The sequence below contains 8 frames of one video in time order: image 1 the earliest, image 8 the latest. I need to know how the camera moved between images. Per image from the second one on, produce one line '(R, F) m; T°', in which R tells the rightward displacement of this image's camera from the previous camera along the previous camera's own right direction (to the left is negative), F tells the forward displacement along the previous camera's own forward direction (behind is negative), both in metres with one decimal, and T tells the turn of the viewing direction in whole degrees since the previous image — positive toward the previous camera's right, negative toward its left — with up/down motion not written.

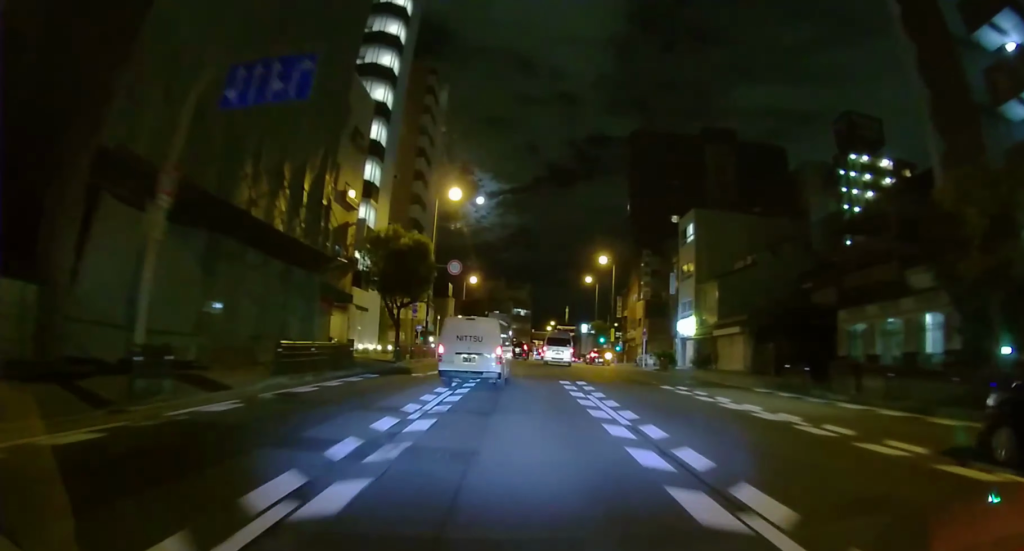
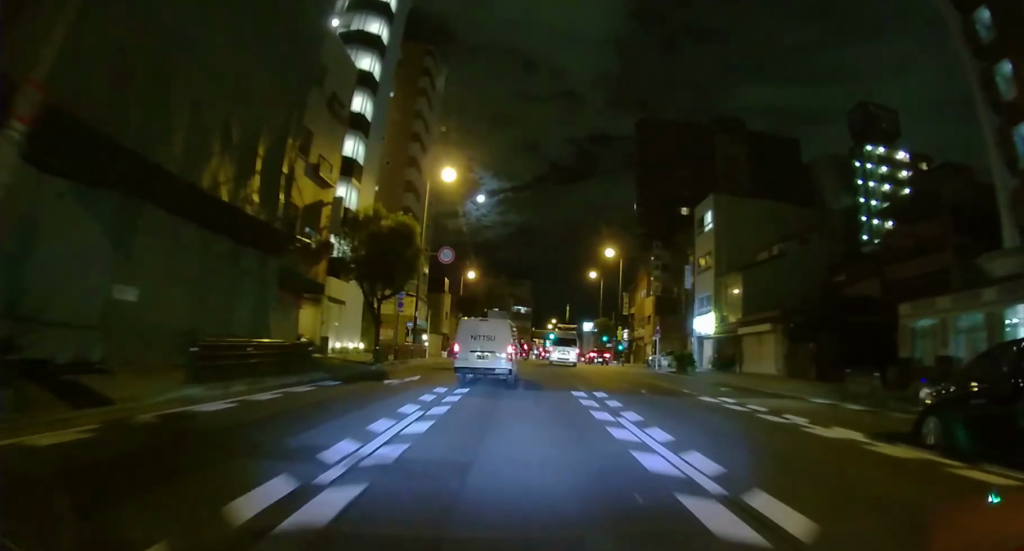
(0.0, +4.6) m; 0°
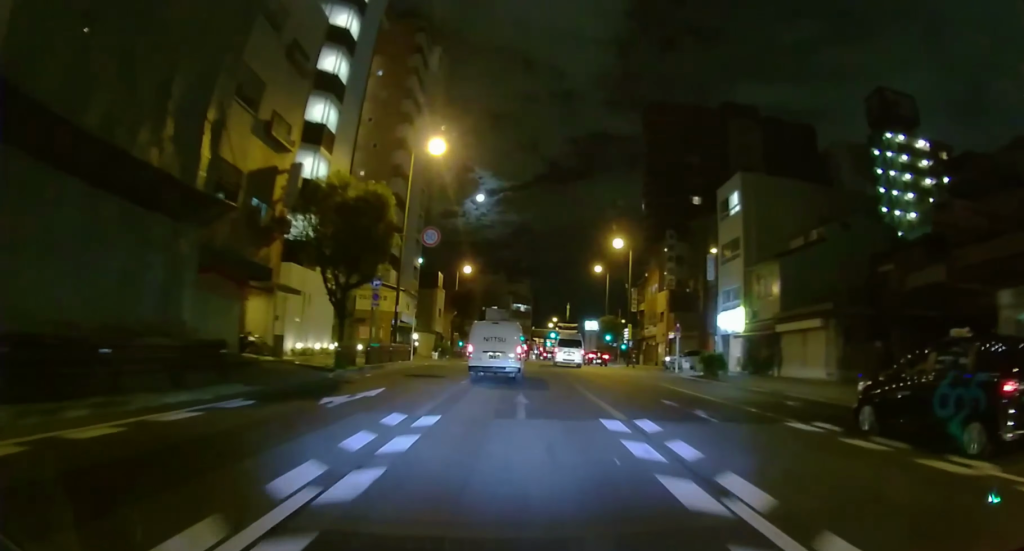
(0.0, +5.2) m; 0°
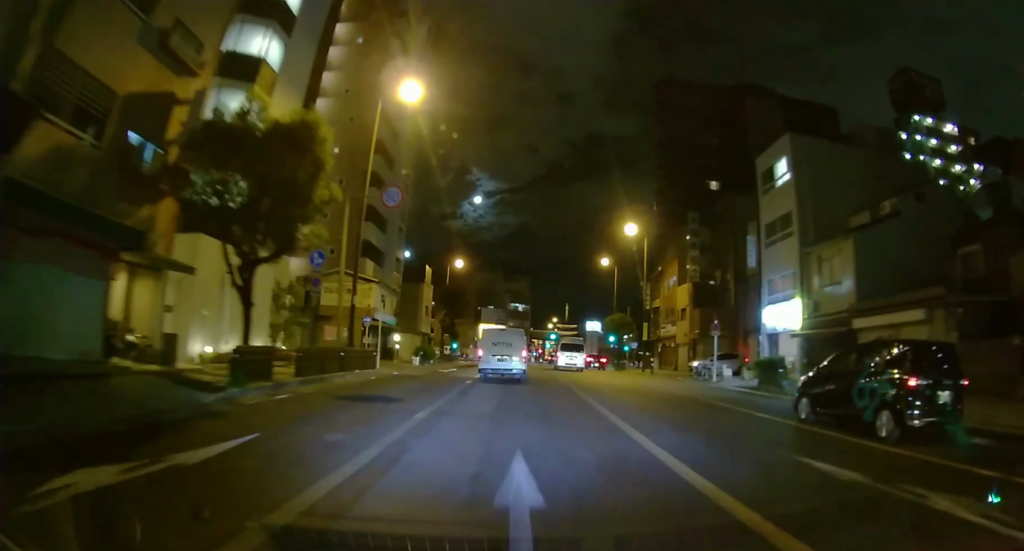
(0.0, +7.3) m; +1°
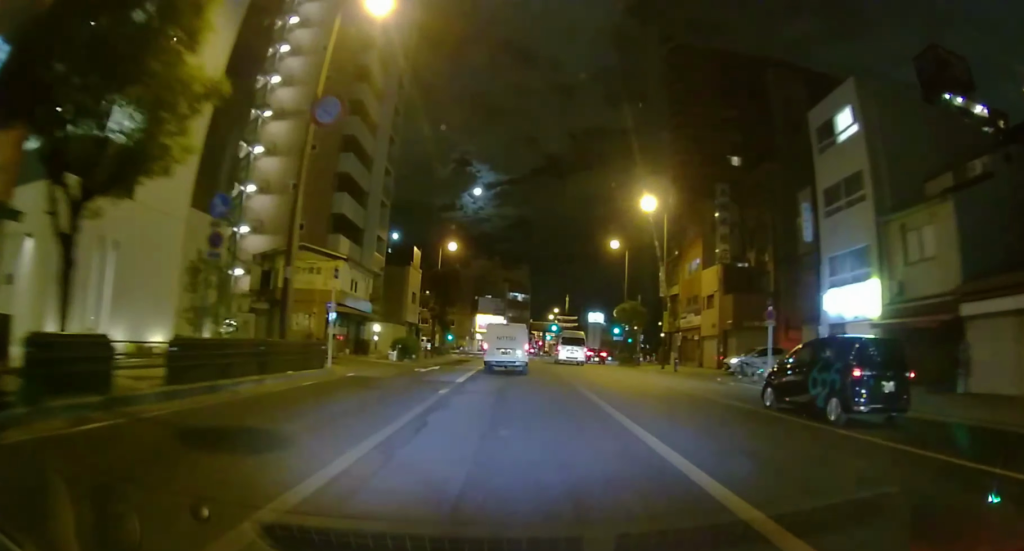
(0.0, +6.4) m; +1°
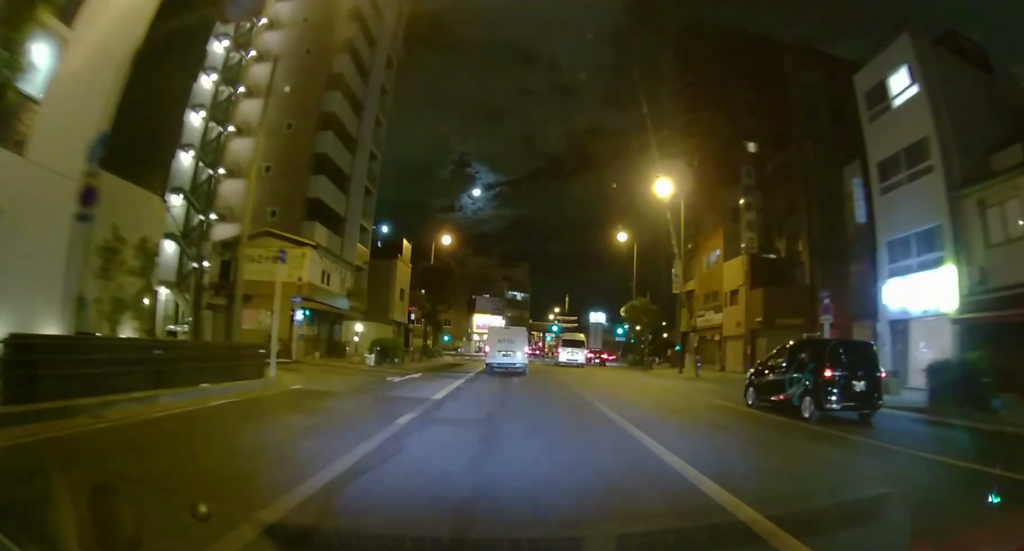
(+0.1, +4.3) m; 0°
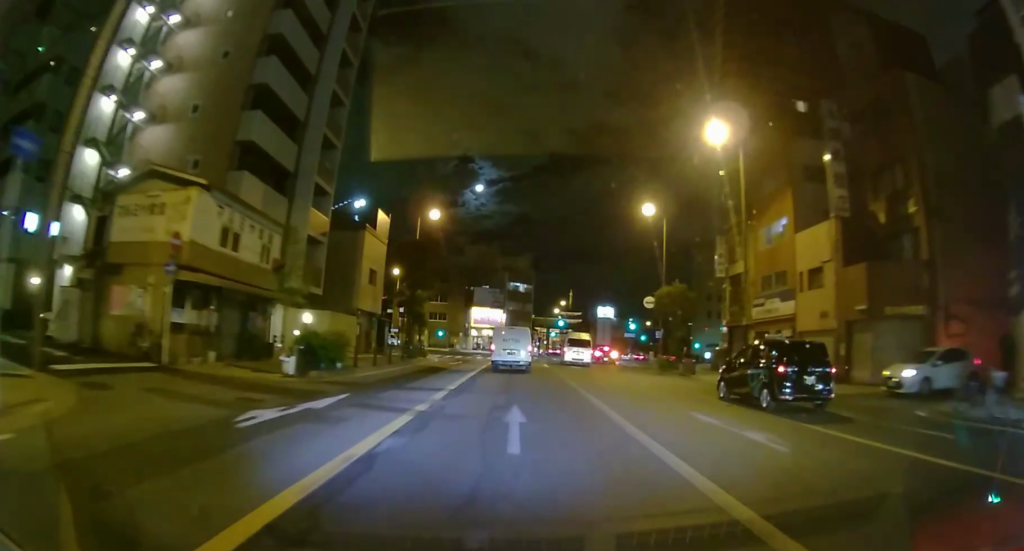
(0.0, +9.7) m; -1°
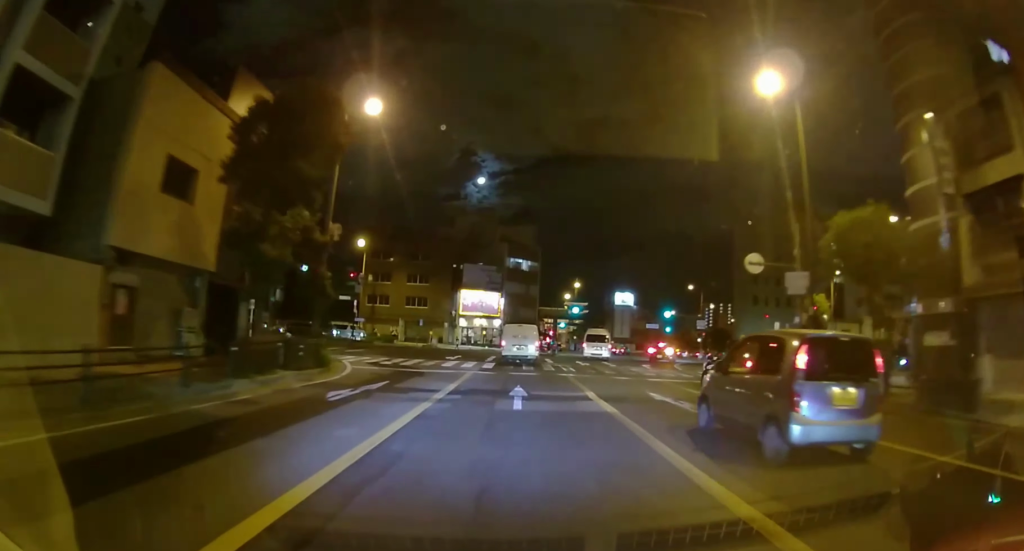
(-0.2, +21.3) m; 0°
